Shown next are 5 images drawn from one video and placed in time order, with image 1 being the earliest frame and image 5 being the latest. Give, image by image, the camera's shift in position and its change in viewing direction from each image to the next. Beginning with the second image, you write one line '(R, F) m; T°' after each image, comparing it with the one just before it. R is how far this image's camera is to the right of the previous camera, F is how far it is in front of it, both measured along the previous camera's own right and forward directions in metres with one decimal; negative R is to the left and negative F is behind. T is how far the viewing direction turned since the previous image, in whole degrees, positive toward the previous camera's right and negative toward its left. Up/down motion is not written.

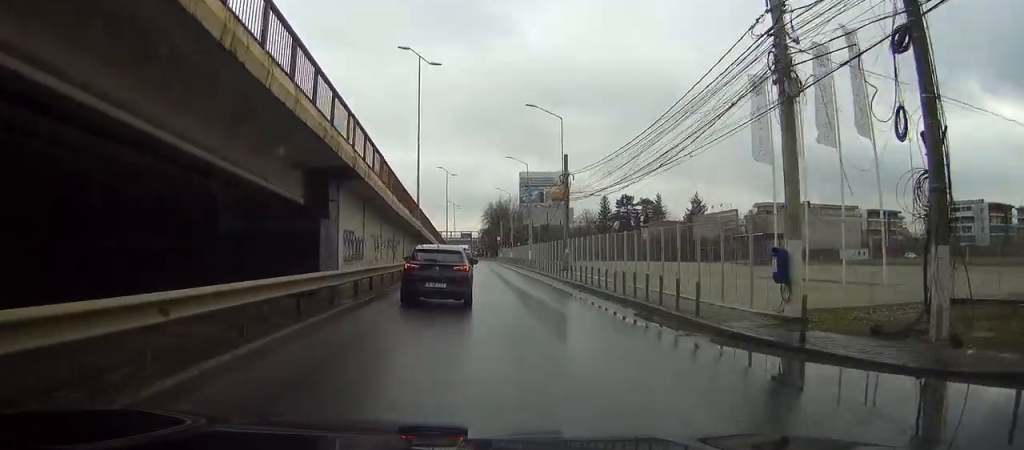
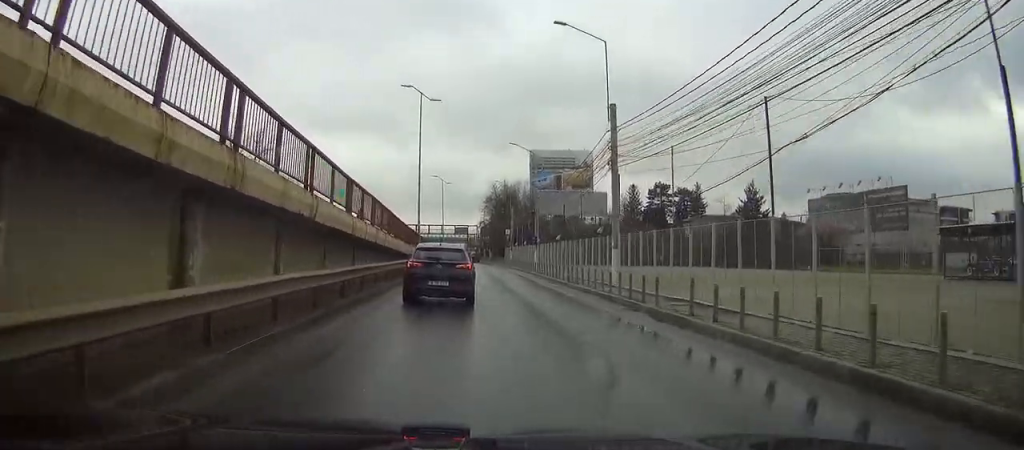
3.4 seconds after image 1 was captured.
(-1.2, +46.7) m; -5°
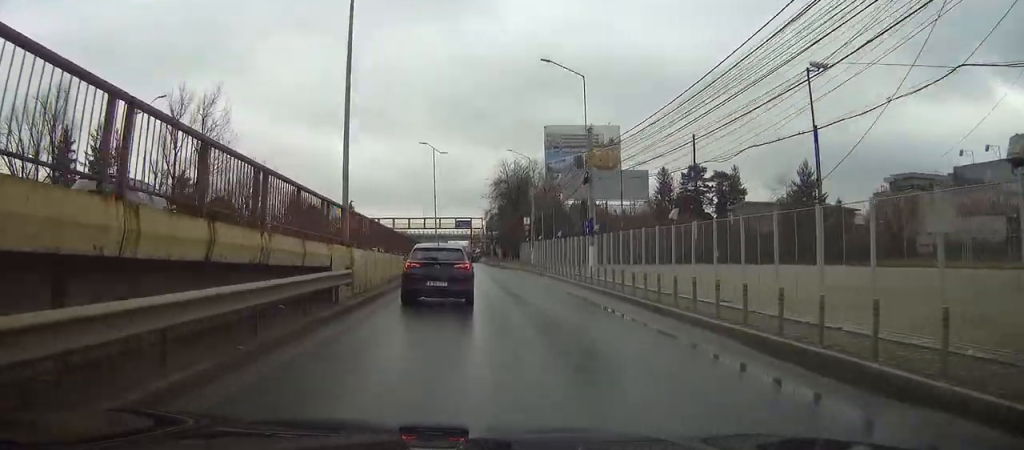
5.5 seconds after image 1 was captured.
(-0.5, +28.4) m; +1°
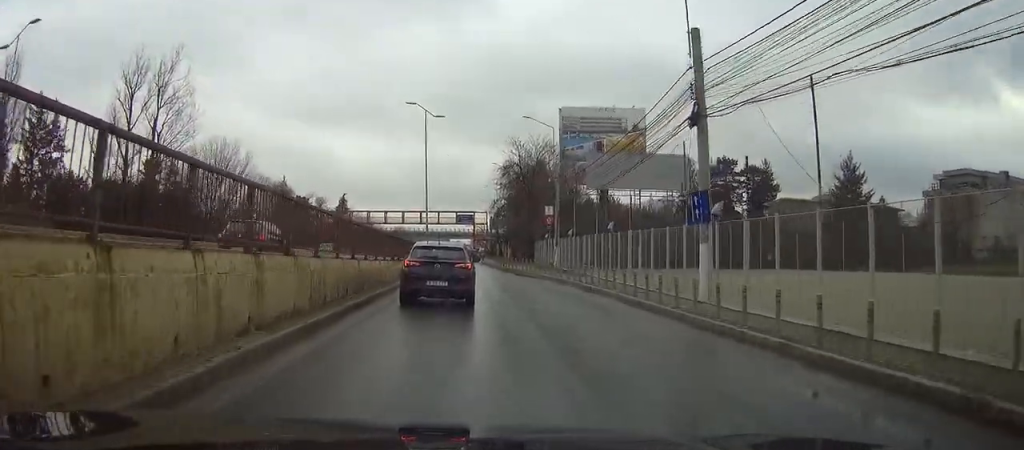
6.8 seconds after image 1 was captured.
(+0.4, +17.8) m; +2°
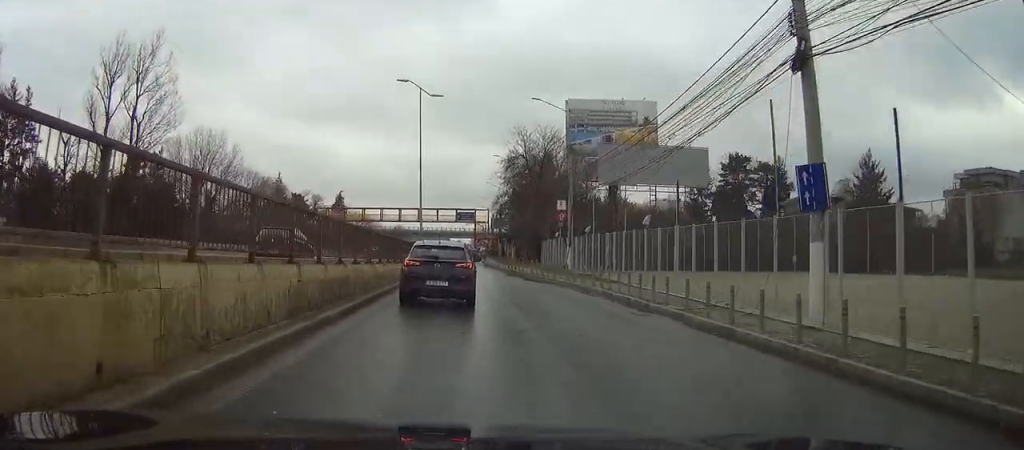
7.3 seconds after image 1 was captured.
(0.0, +6.8) m; 0°
